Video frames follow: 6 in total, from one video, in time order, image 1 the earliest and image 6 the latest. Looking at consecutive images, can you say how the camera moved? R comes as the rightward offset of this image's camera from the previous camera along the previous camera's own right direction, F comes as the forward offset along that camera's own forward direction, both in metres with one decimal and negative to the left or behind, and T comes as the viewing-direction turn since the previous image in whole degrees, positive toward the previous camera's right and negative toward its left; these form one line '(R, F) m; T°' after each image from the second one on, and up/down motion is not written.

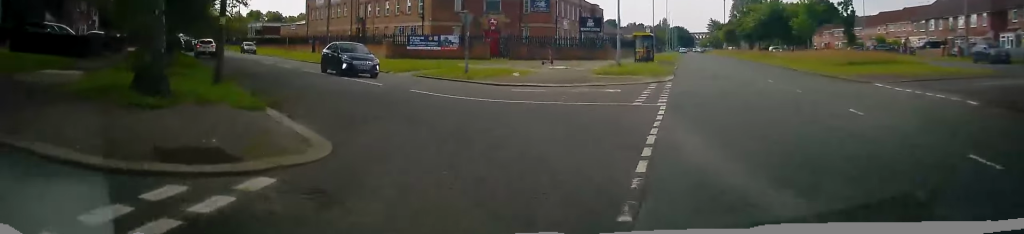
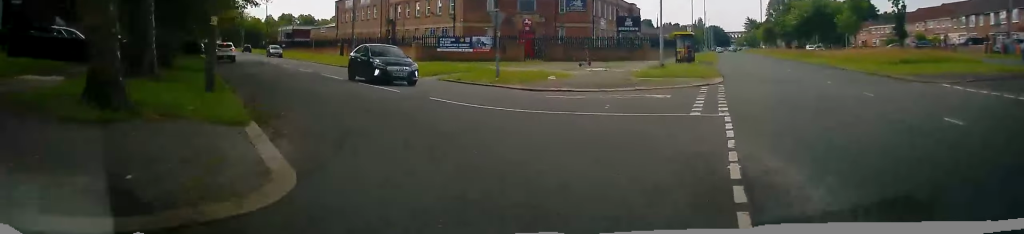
(0.0, +2.4) m; -2°
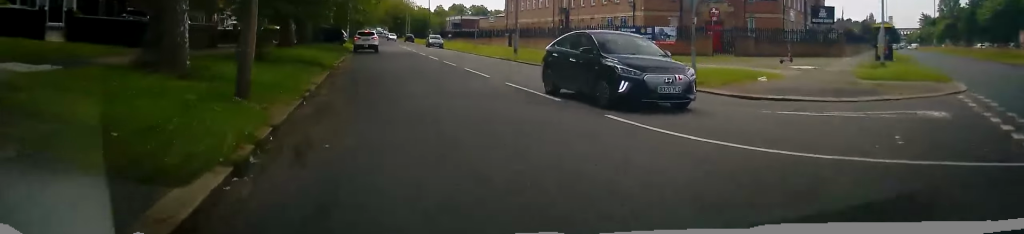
(-0.4, +6.4) m; -20°
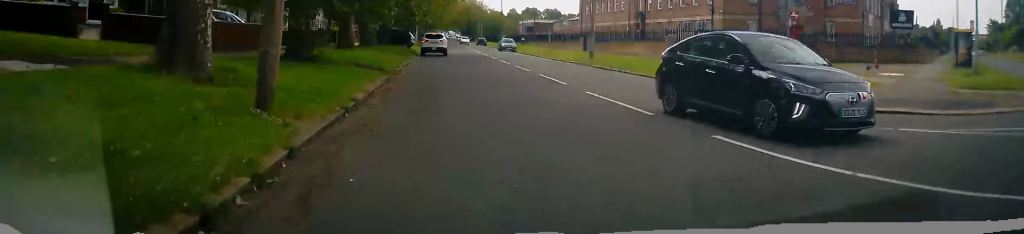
(-0.5, +1.9) m; -7°
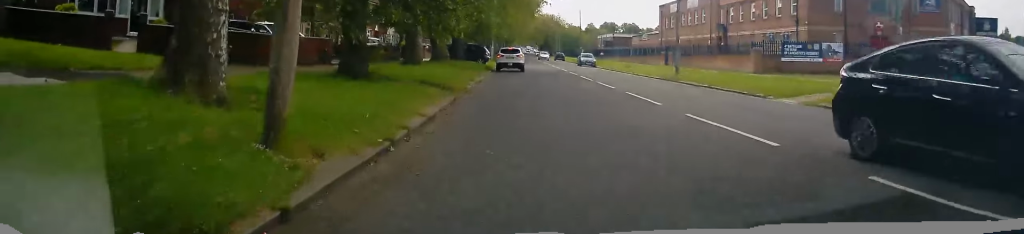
(-0.3, +2.2) m; -8°
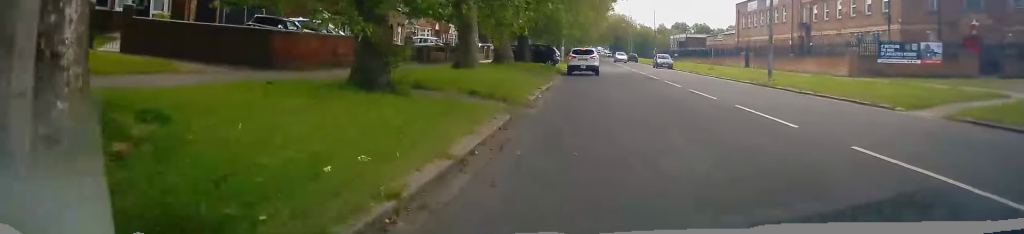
(-0.1, +4.6) m; -6°
